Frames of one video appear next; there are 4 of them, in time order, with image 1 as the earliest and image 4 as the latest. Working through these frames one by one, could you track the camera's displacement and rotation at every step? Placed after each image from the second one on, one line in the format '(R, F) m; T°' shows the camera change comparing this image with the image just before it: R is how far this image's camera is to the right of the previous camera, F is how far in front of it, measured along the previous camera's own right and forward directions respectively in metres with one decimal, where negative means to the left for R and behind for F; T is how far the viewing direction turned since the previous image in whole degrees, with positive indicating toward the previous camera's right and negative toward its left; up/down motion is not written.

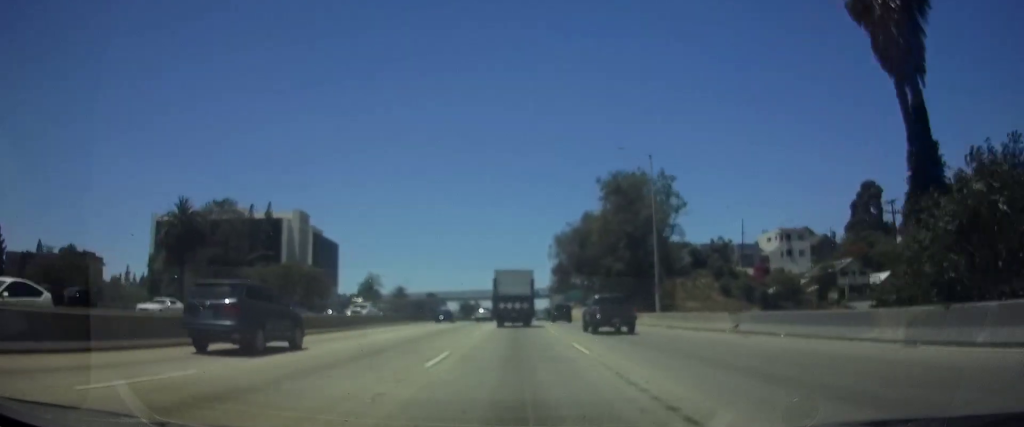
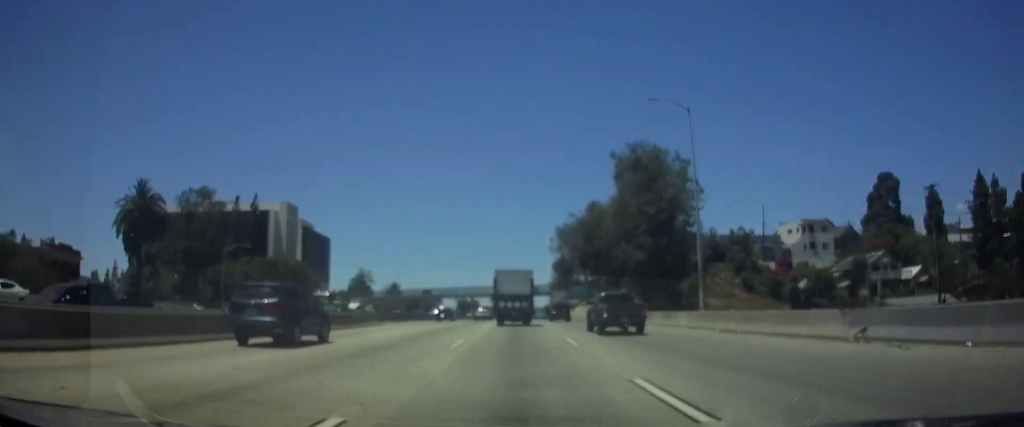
(0.0, +10.3) m; 0°
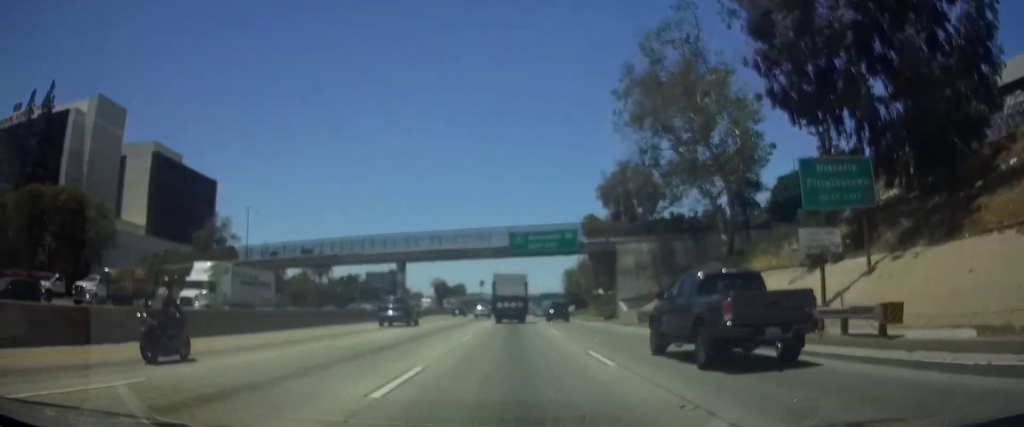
(+0.1, +94.3) m; 0°
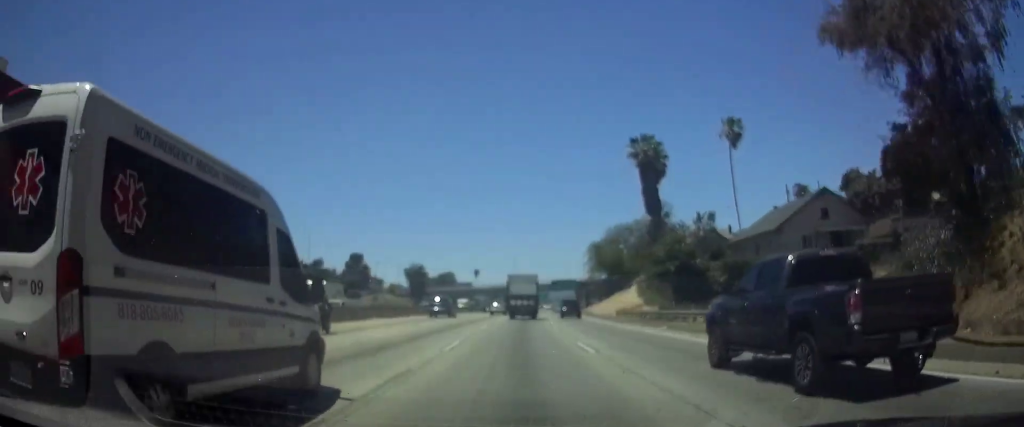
(-0.1, +65.4) m; 0°
